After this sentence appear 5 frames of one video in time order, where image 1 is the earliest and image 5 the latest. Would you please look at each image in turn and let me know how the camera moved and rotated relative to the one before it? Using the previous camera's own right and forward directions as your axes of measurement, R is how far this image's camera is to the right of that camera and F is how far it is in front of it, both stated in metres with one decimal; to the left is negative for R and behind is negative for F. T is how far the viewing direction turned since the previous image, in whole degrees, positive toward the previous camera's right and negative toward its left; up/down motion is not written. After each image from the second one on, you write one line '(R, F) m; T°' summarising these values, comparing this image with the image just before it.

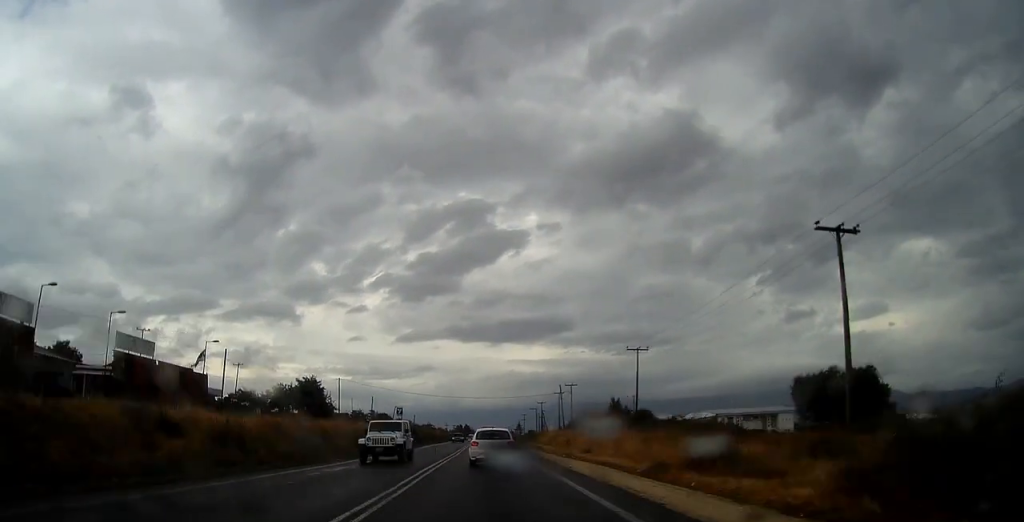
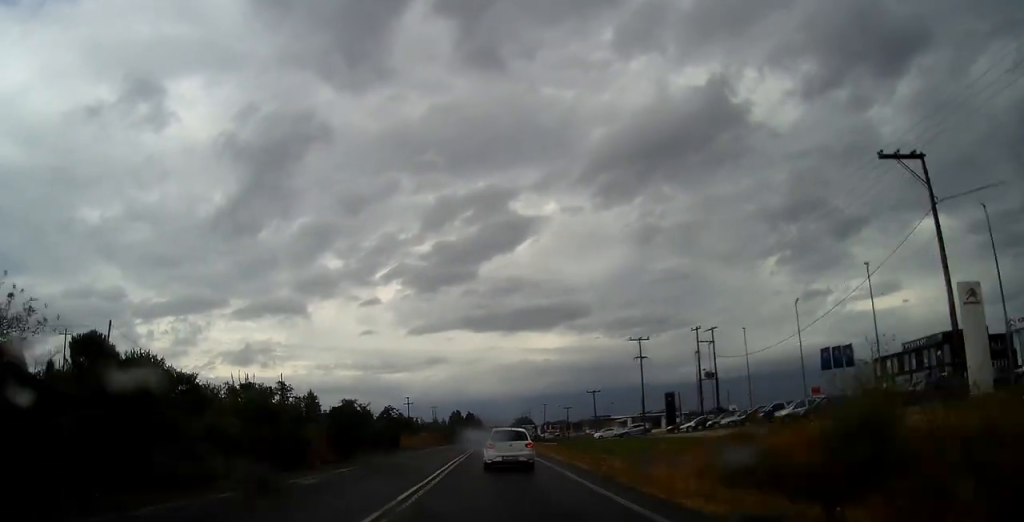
(-2.2, +209.0) m; -1°
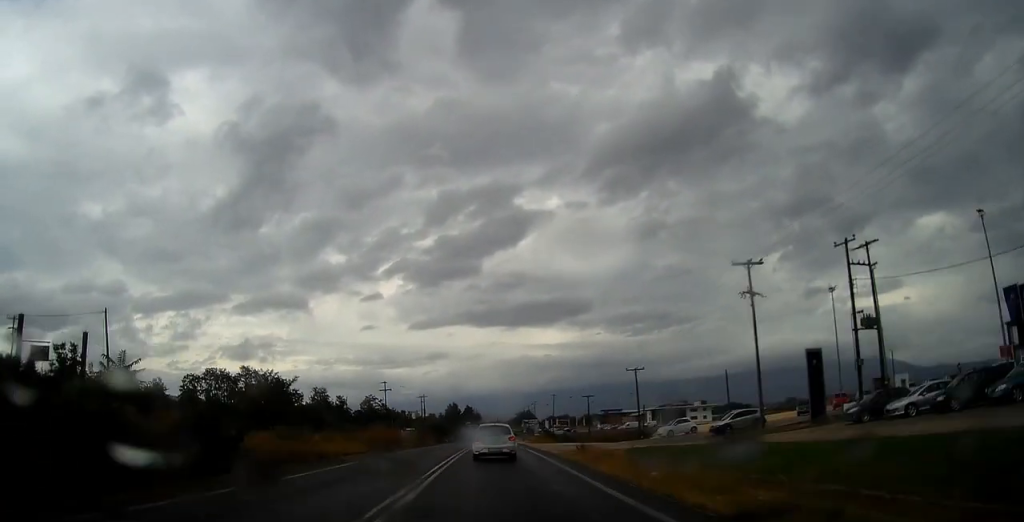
(-0.1, +35.0) m; 0°
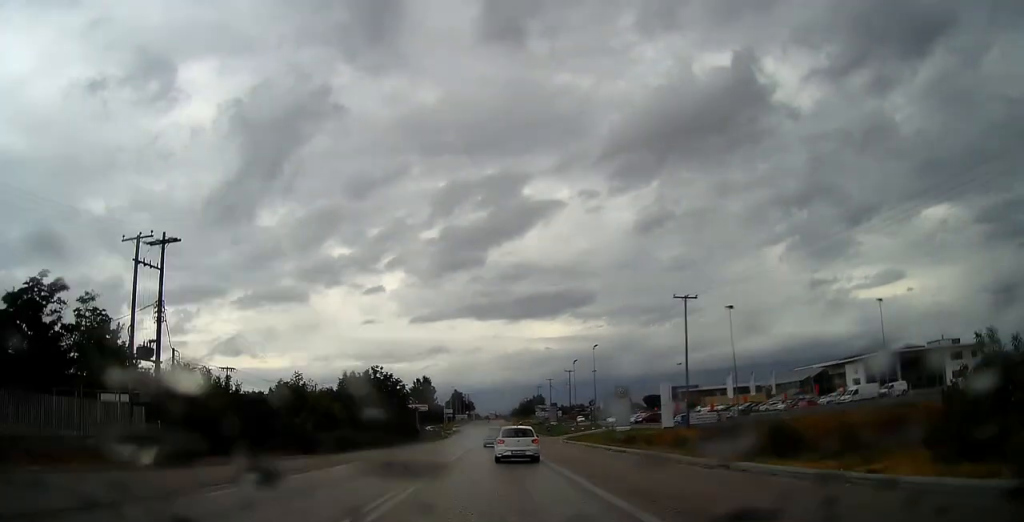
(+0.3, +139.5) m; 0°
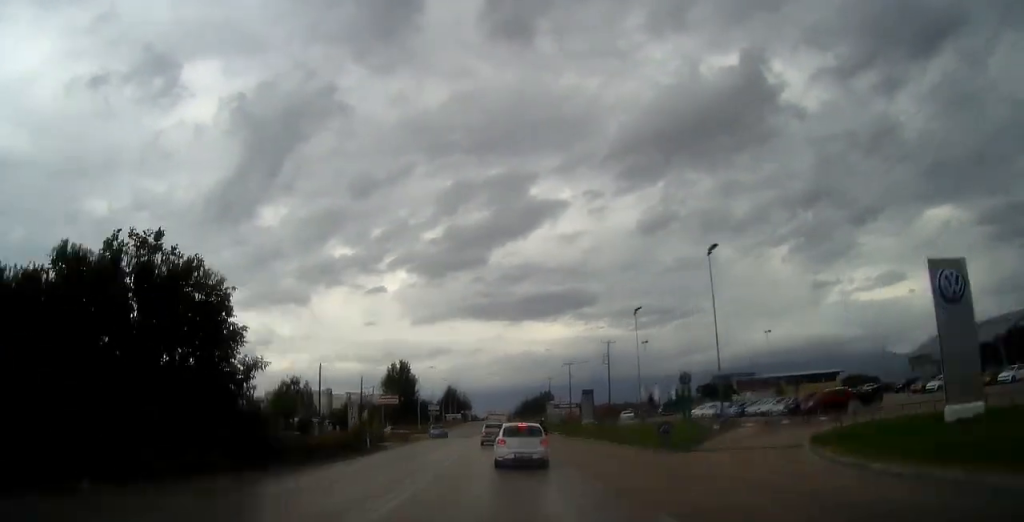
(-0.2, +50.0) m; 0°
